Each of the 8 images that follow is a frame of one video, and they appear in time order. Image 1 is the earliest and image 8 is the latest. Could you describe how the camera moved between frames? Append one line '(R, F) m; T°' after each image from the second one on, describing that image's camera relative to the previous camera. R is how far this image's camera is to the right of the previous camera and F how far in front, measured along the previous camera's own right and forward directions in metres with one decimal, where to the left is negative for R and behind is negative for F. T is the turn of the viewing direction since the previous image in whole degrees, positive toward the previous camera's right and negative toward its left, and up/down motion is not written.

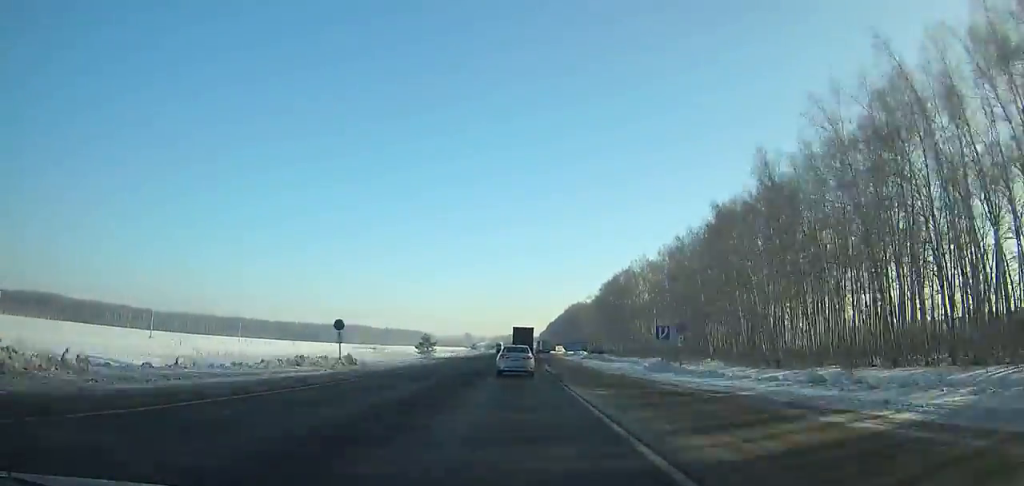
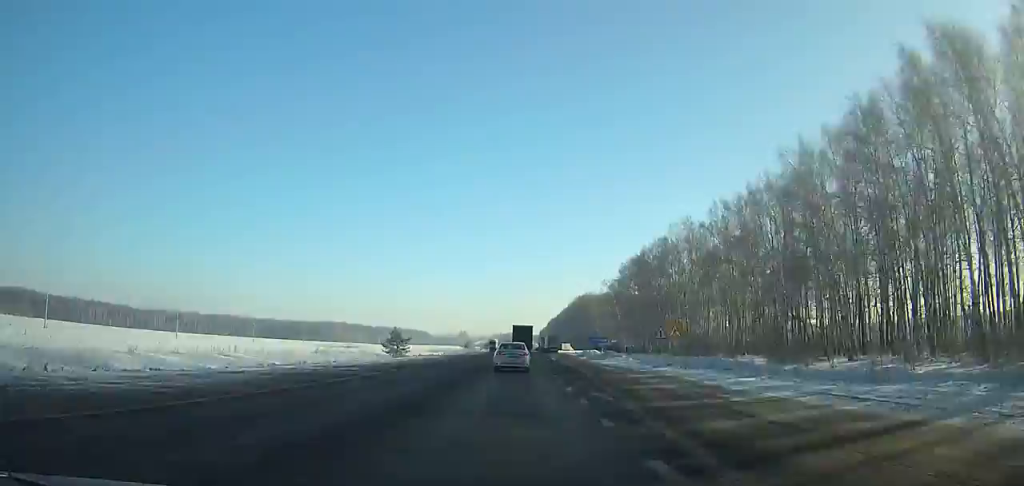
(0.0, +43.3) m; 0°
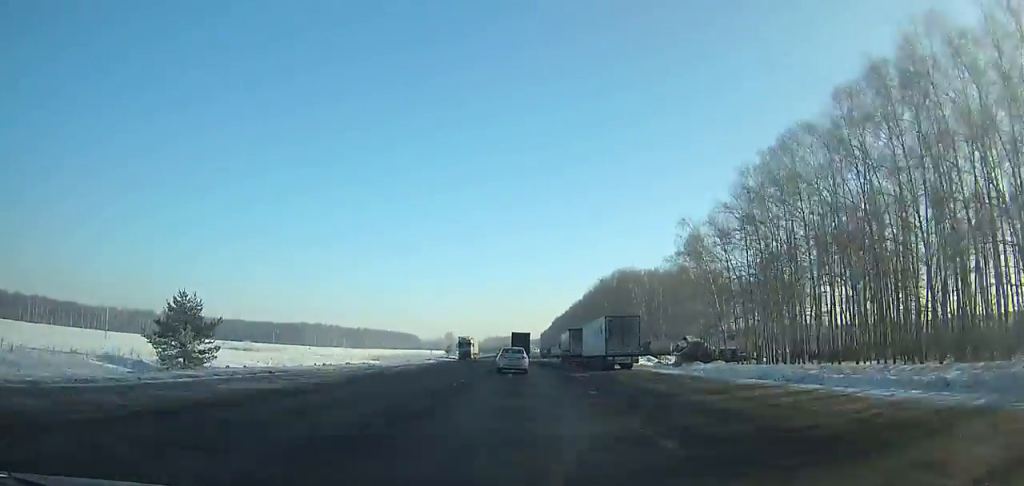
(+0.2, +93.9) m; 0°
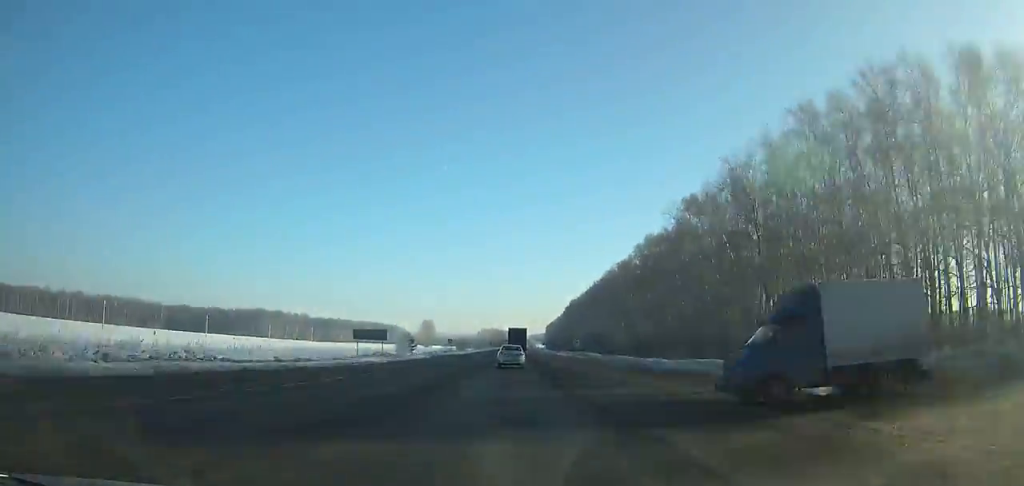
(0.0, +119.1) m; 0°
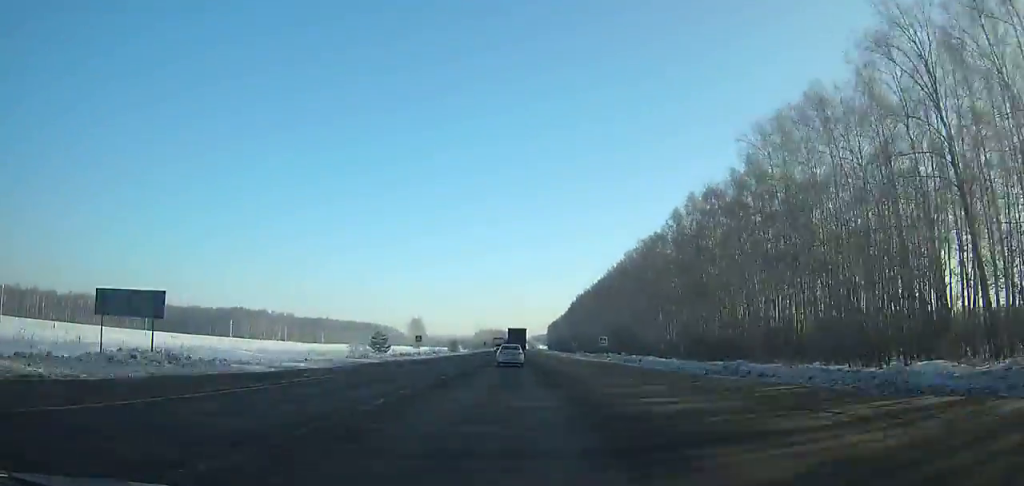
(-0.2, +37.8) m; 0°
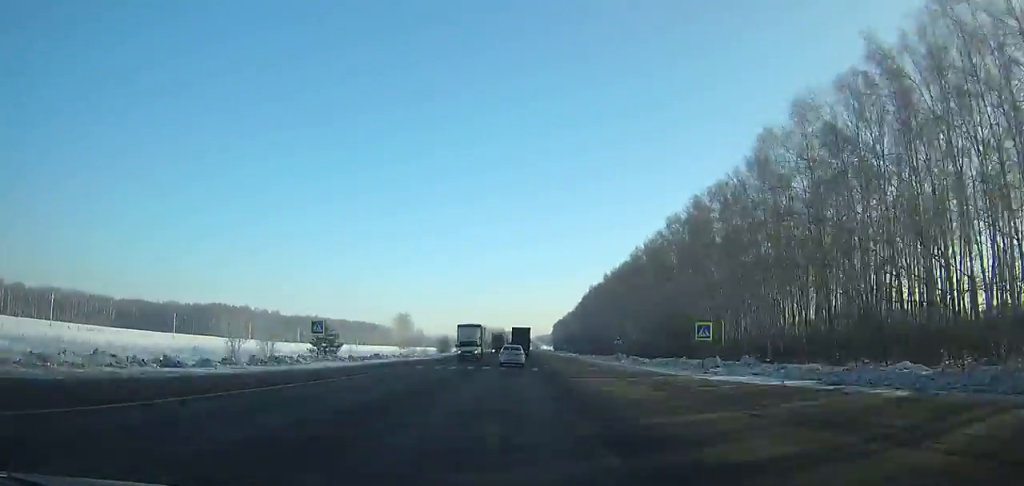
(0.0, +42.8) m; 0°
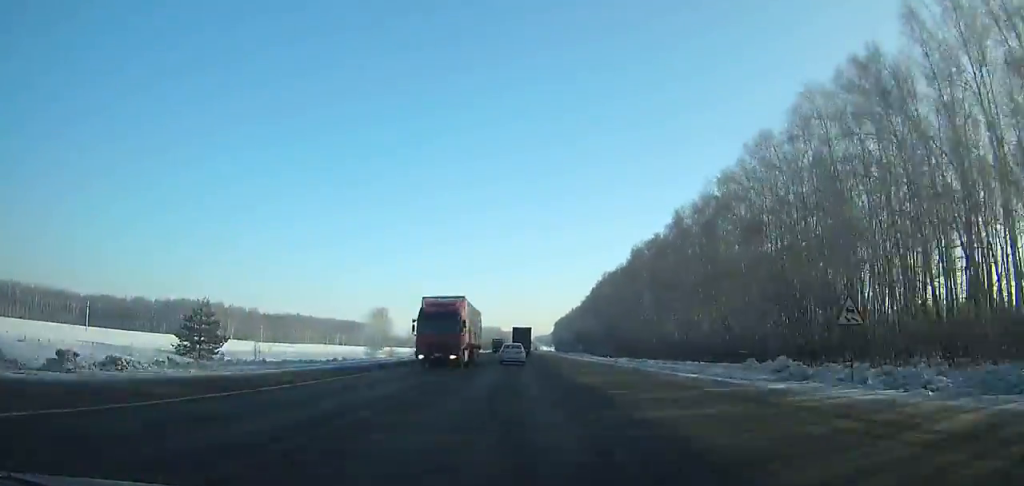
(0.0, +42.7) m; 0°
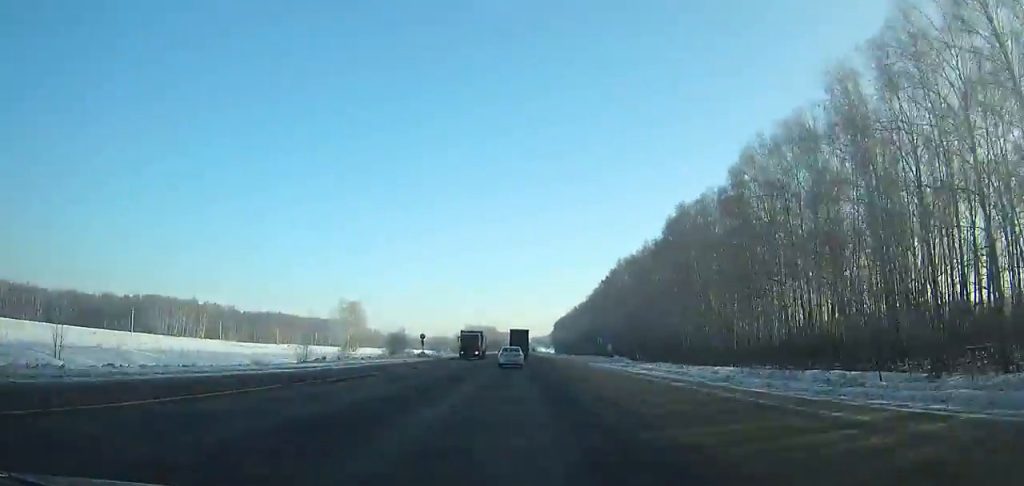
(0.0, +35.6) m; 0°
